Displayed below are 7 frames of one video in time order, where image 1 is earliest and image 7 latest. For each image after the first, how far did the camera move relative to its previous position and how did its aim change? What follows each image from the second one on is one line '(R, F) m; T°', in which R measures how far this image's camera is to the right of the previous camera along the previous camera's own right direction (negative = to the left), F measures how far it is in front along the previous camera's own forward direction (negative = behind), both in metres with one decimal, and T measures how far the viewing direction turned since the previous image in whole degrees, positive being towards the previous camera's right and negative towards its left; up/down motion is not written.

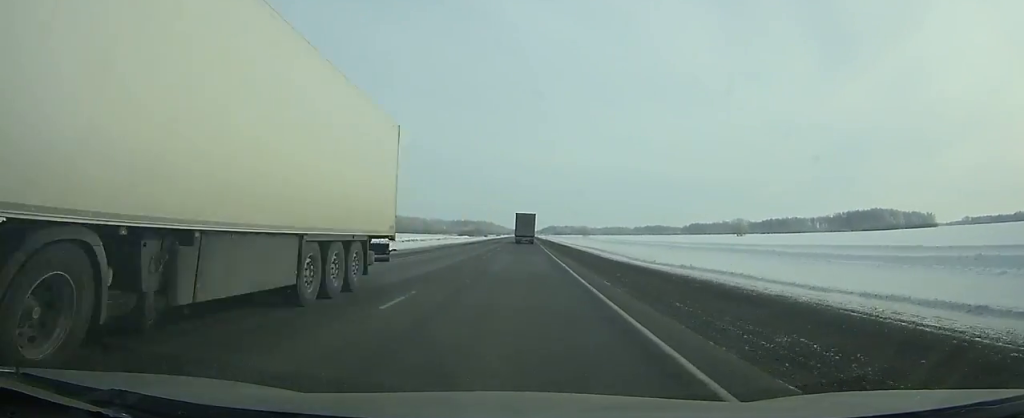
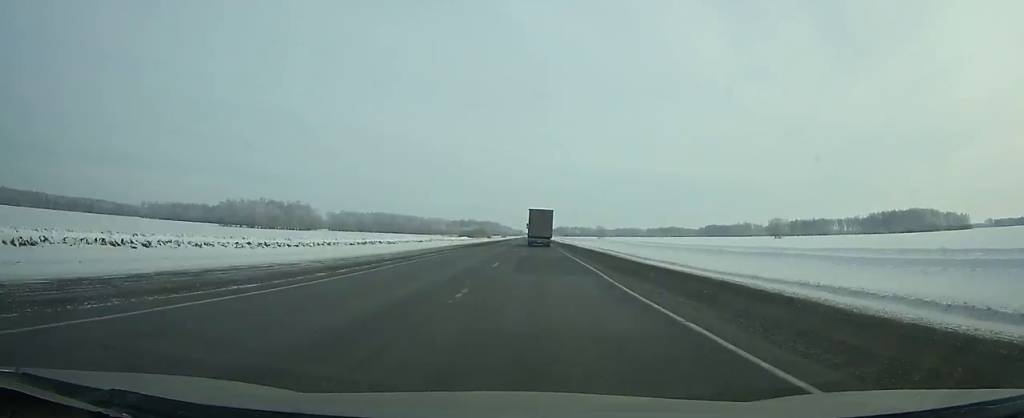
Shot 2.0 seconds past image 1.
(-0.3, +56.4) m; 0°
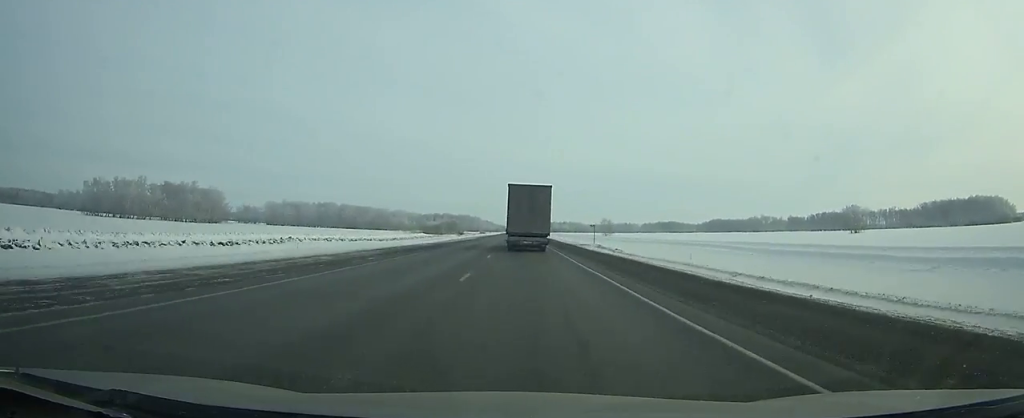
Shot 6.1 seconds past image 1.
(+0.5, +110.6) m; +1°
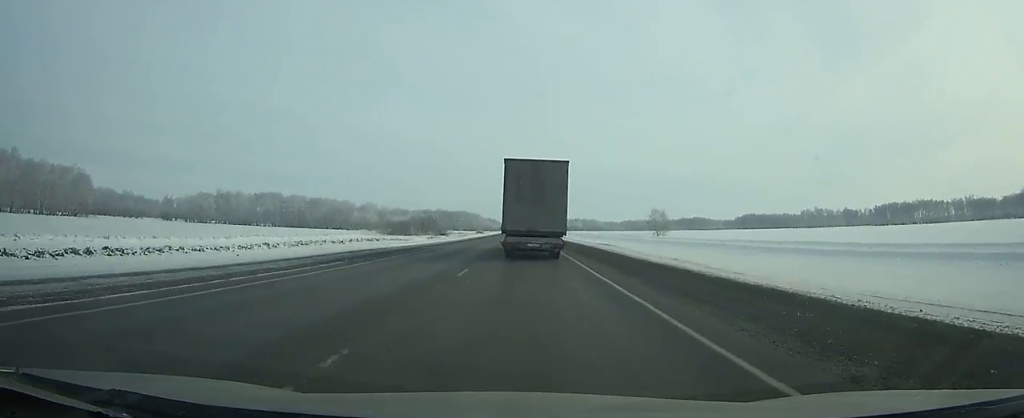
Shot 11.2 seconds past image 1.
(+0.2, +125.5) m; 0°
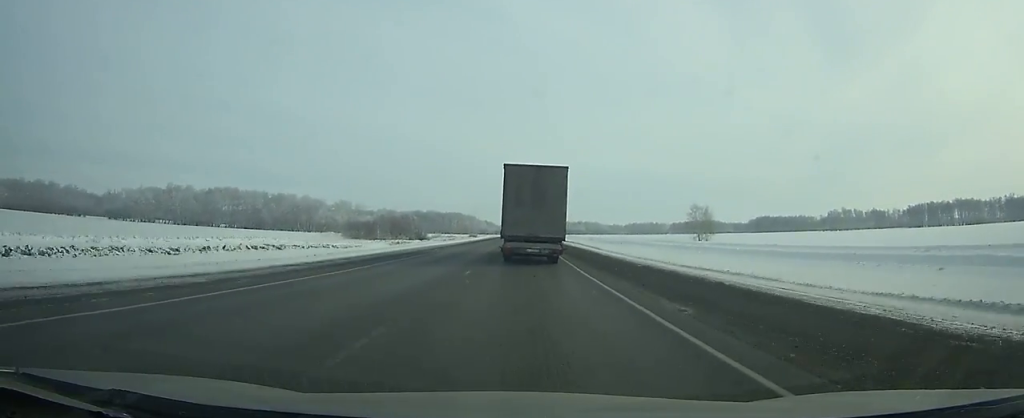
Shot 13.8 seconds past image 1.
(0.0, +59.1) m; 0°
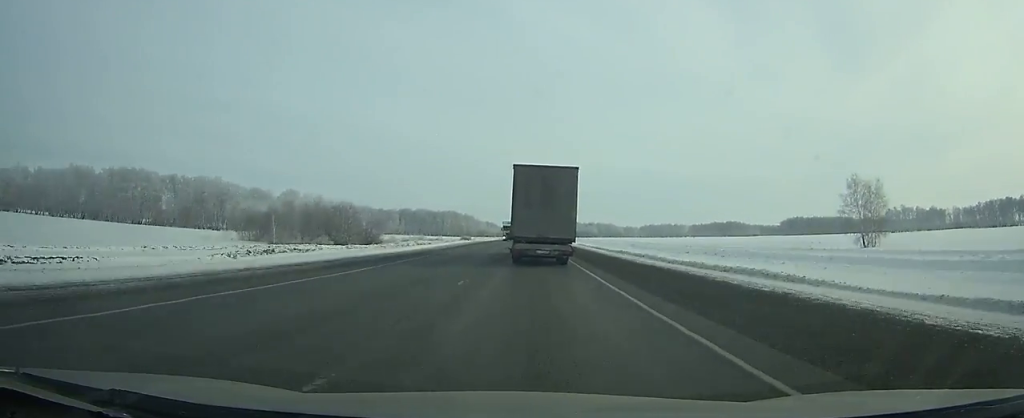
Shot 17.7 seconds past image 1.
(-0.3, +87.8) m; 0°
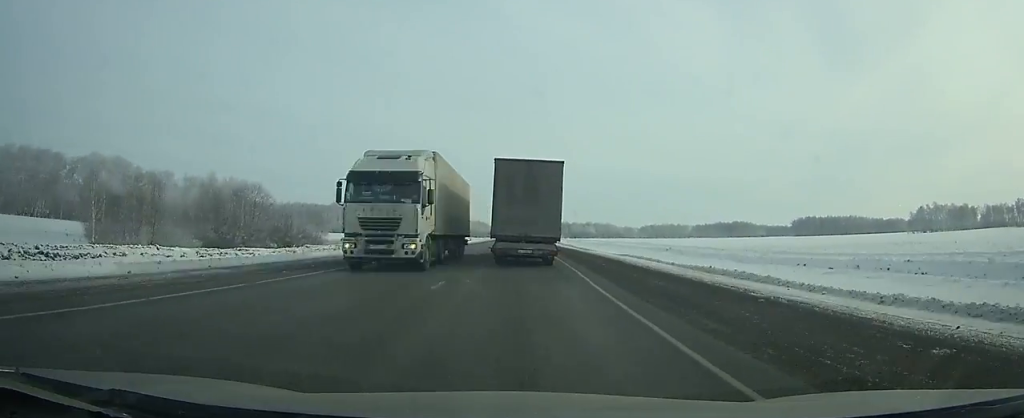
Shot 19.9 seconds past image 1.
(+0.2, +50.5) m; 0°
